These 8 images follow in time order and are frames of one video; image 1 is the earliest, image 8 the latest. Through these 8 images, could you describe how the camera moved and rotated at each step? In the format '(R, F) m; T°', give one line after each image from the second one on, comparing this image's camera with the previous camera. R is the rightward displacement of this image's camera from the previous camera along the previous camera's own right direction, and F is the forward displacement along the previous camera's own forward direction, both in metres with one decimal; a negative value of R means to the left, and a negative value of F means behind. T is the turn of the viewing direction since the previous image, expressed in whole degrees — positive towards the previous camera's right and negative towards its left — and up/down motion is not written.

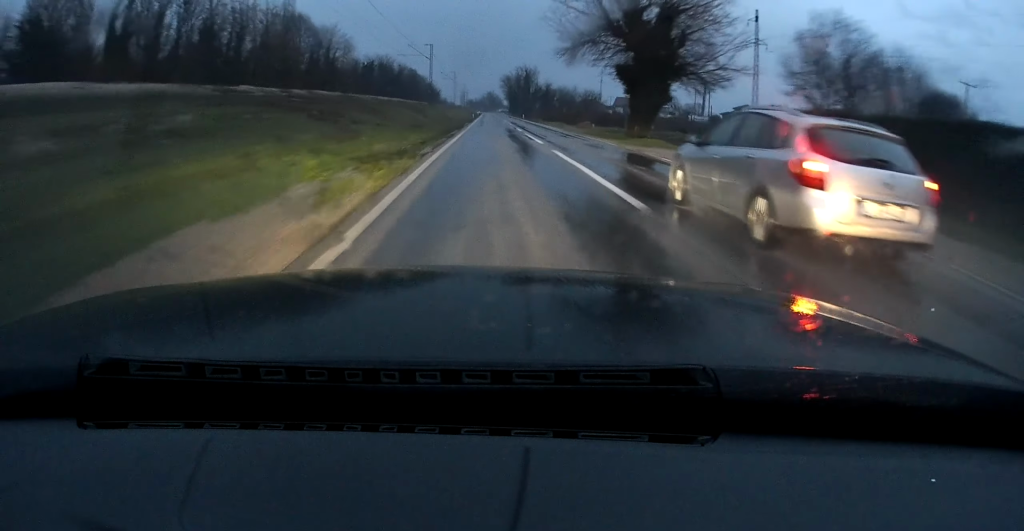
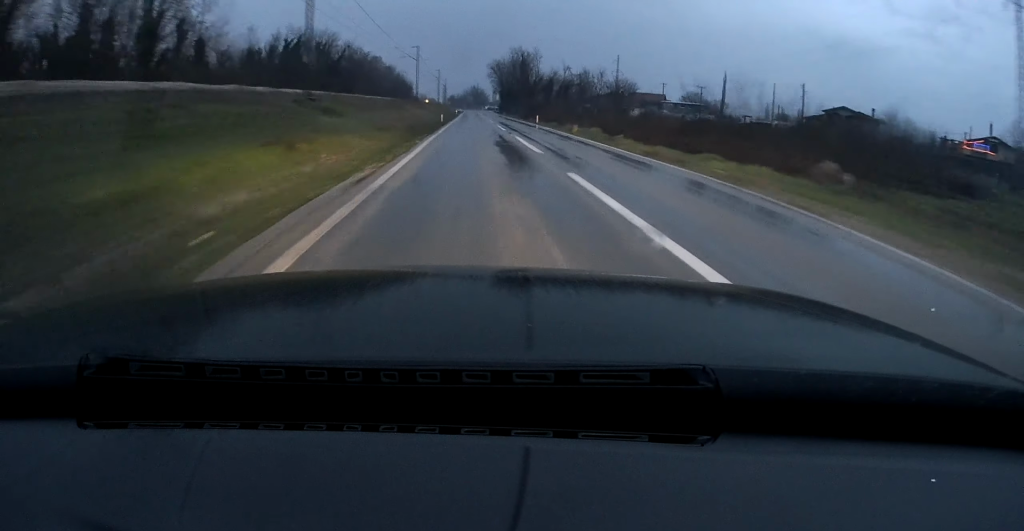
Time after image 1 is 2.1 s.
(+0.6, +54.2) m; +1°
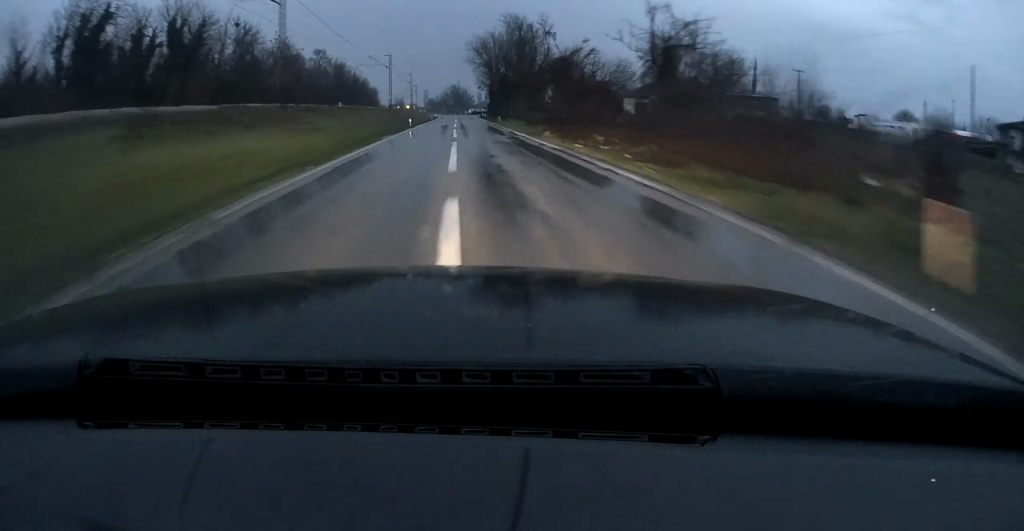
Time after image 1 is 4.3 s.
(+0.5, +55.7) m; 0°
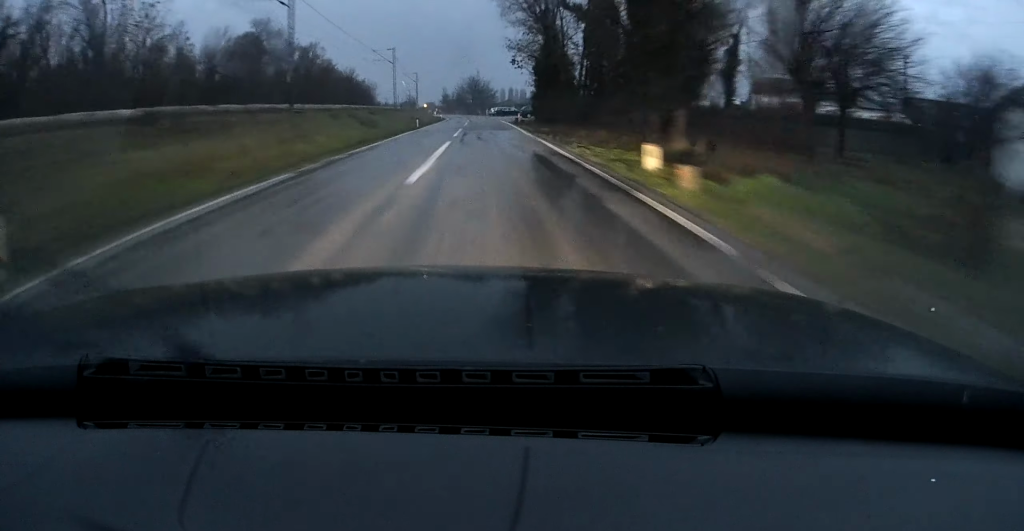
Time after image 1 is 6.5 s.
(-0.6, +57.3) m; -1°
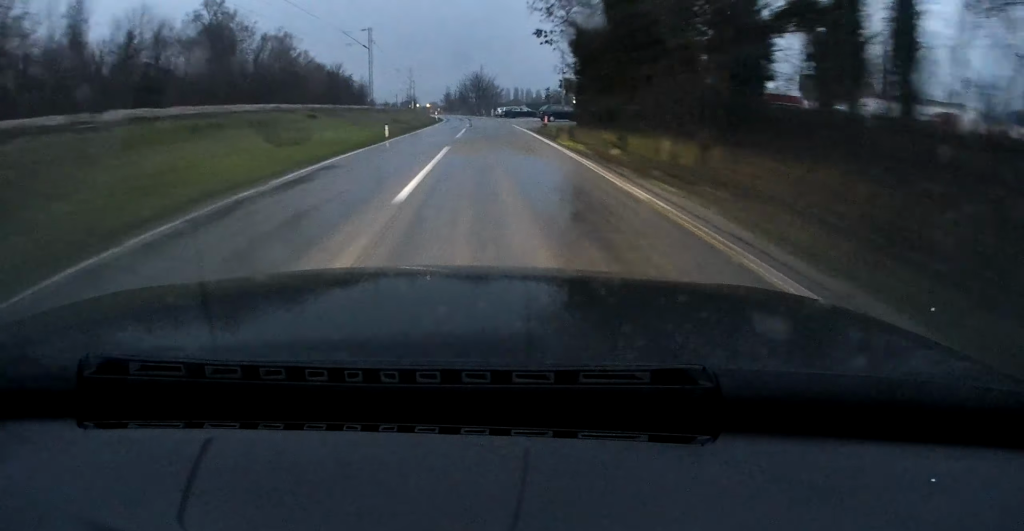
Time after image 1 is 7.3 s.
(-0.1, +20.6) m; 0°
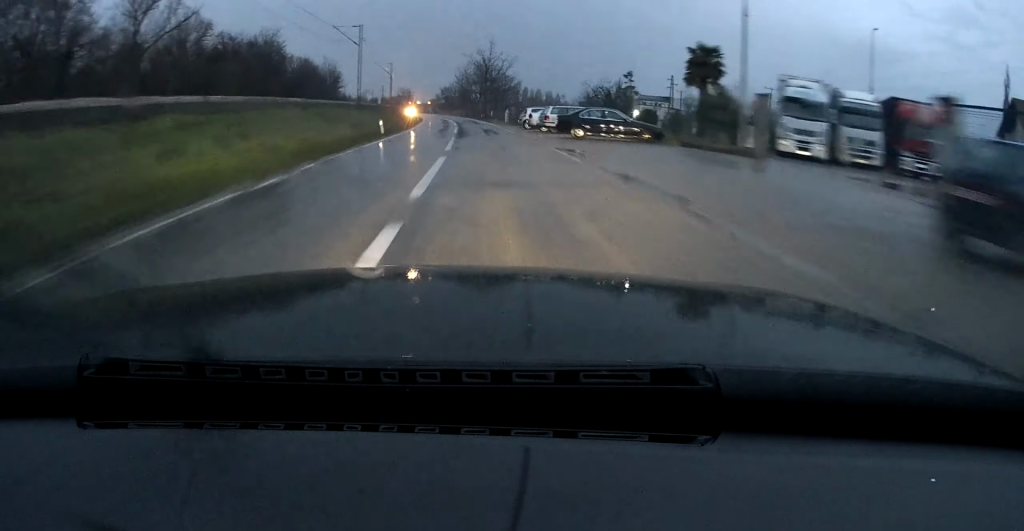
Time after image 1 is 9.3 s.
(-0.3, +51.5) m; -1°
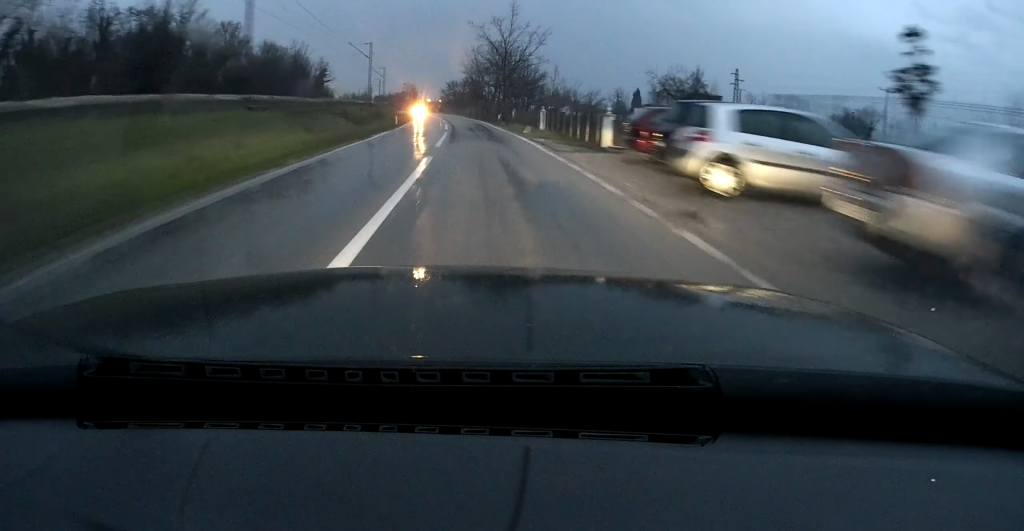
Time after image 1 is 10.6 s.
(0.0, +32.6) m; -1°
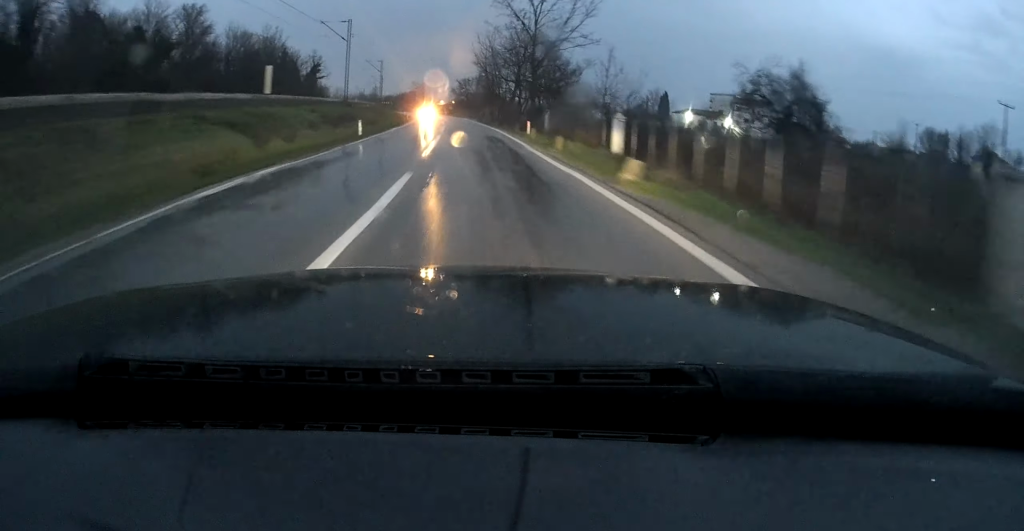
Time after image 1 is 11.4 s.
(-0.5, +21.4) m; -1°
